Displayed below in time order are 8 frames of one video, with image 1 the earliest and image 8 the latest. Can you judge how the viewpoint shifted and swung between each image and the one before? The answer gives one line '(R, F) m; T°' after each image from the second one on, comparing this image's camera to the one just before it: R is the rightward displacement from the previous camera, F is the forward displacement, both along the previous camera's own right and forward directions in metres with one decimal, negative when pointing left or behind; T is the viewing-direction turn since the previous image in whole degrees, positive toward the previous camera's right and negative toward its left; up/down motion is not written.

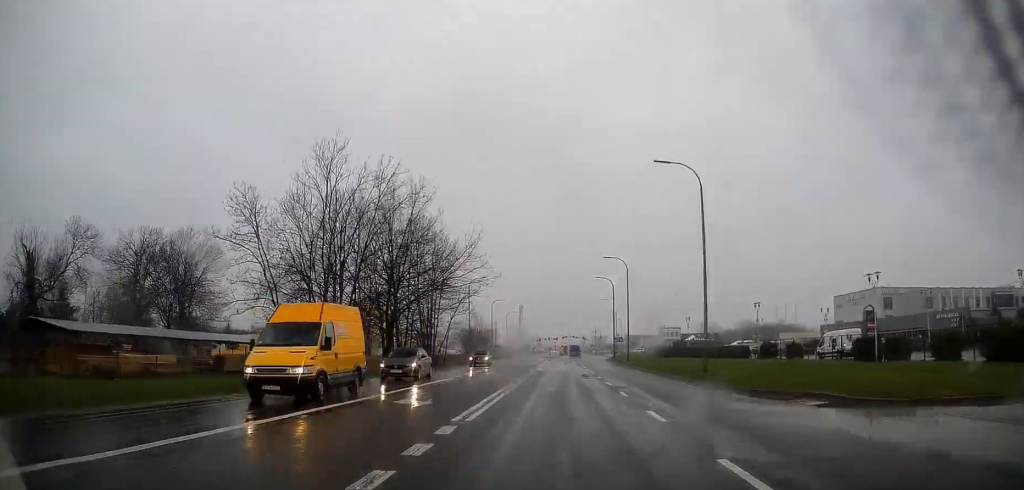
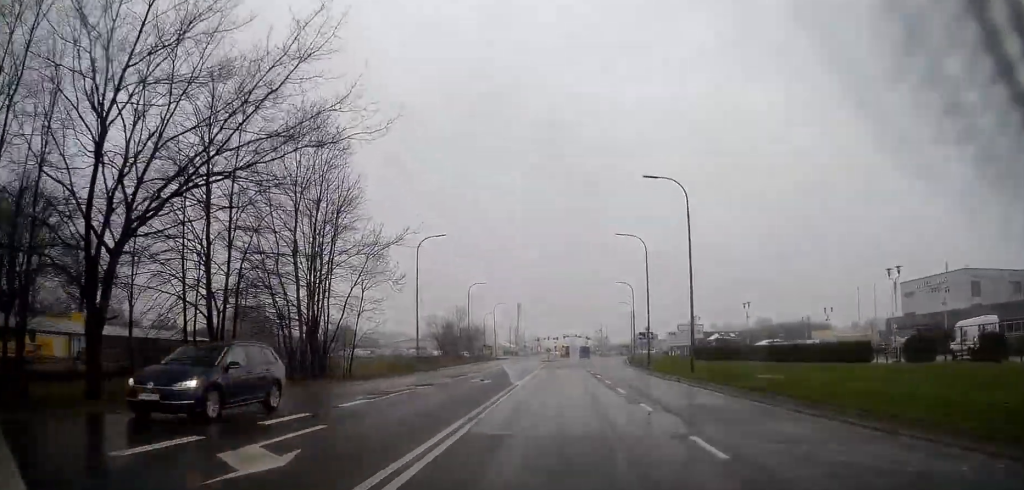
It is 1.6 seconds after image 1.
(0.0, +28.0) m; -1°
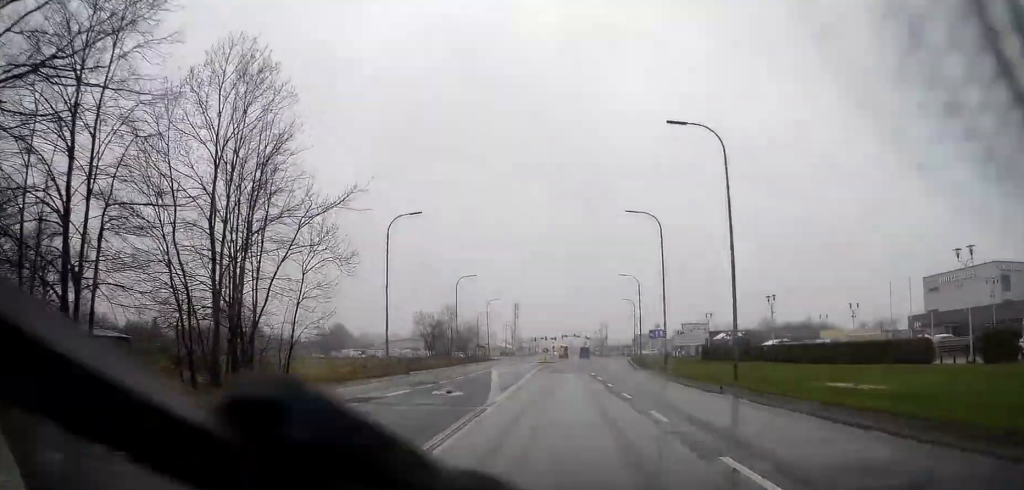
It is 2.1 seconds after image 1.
(-0.1, +7.9) m; 0°
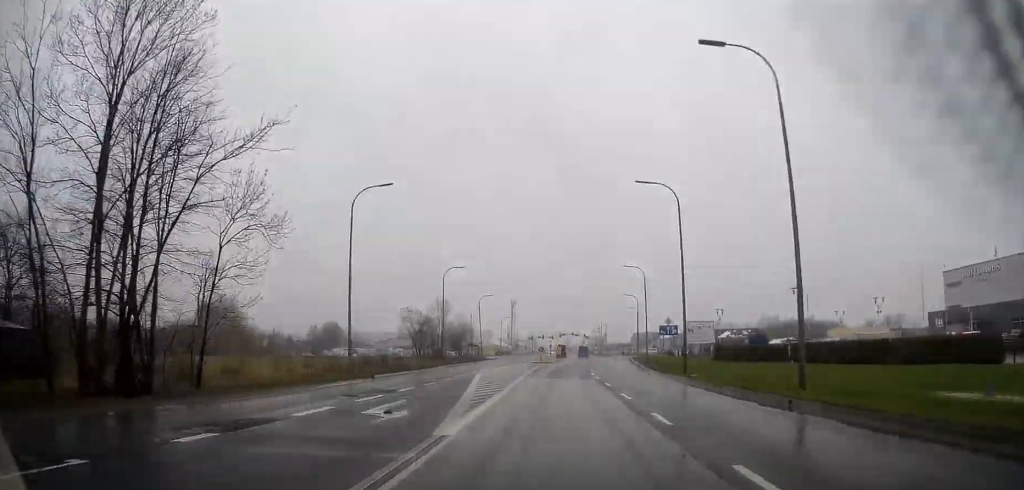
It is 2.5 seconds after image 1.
(-0.1, +6.8) m; 0°
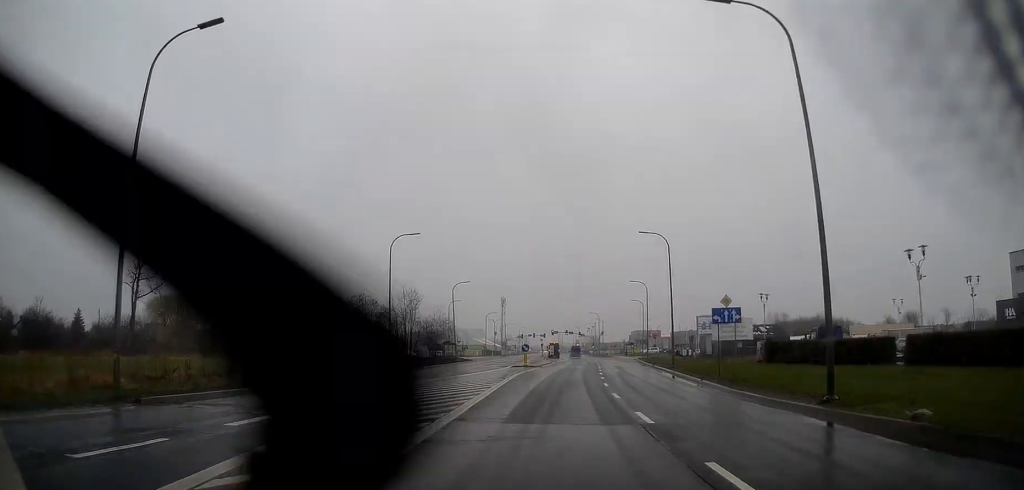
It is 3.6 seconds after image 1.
(+0.4, +18.2) m; +2°
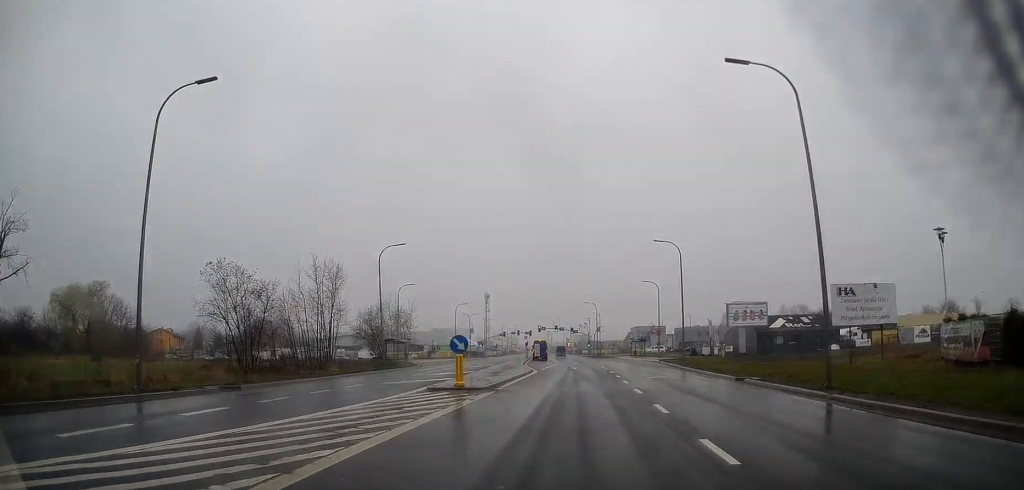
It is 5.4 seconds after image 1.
(+0.1, +28.3) m; 0°
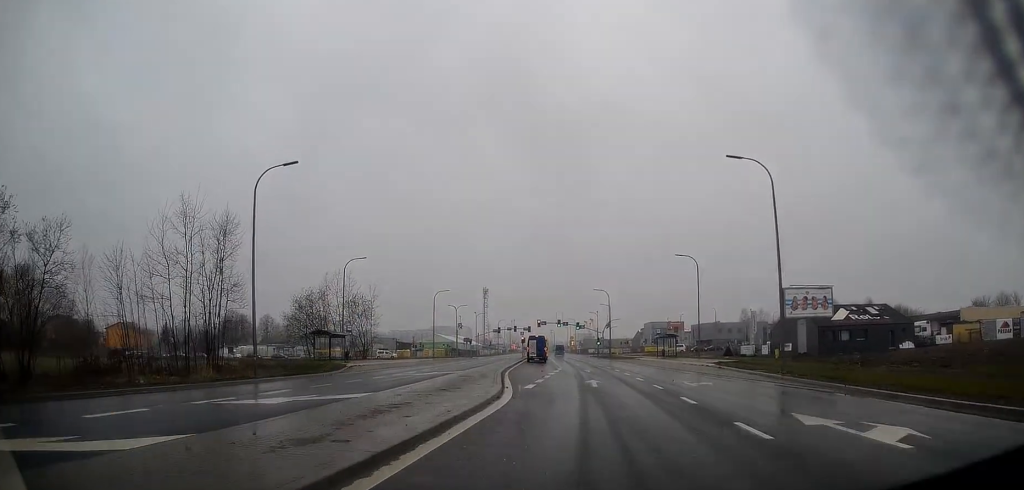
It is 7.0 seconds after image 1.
(-0.1, +22.0) m; -1°
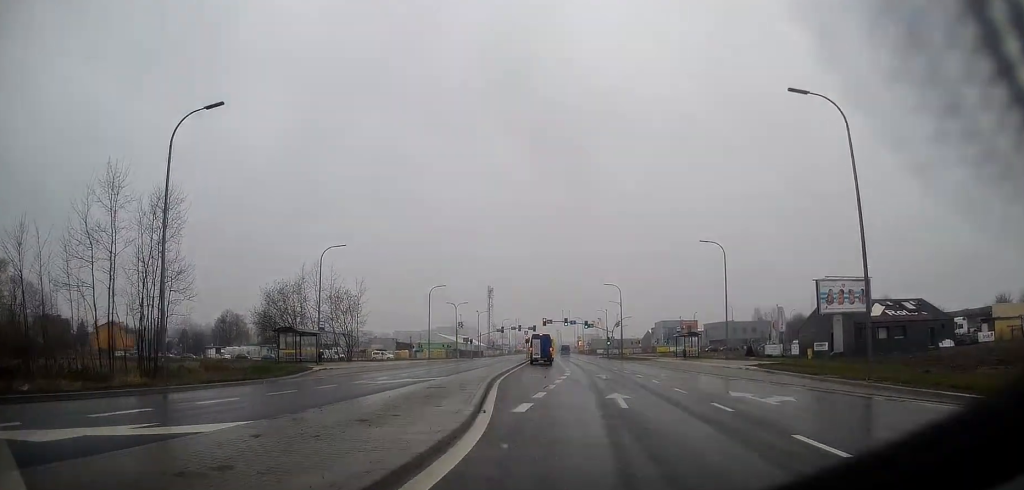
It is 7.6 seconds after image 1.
(-0.3, +8.1) m; 0°
